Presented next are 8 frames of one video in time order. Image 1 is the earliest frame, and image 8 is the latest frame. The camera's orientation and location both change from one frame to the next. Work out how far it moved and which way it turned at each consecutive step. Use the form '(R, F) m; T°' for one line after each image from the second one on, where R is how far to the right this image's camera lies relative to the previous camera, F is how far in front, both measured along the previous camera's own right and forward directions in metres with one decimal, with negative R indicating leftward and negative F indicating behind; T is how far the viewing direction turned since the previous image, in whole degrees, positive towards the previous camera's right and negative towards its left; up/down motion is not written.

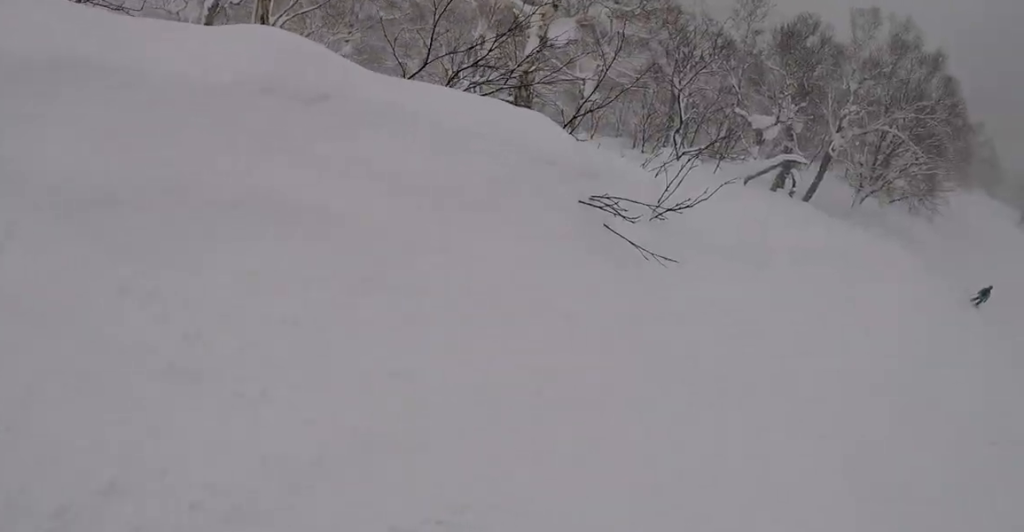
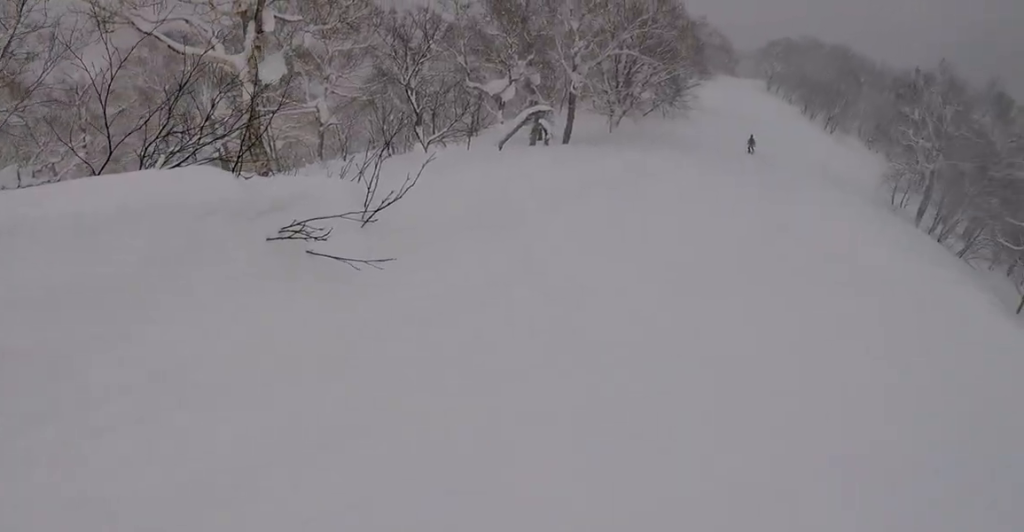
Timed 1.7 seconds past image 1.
(+0.9, +3.1) m; +20°
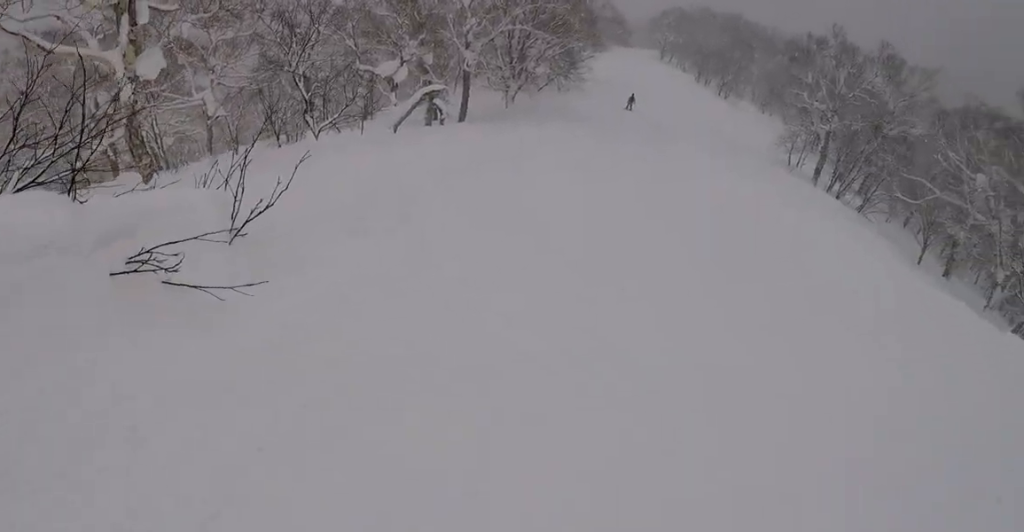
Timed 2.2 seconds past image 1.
(-0.1, +1.5) m; -4°
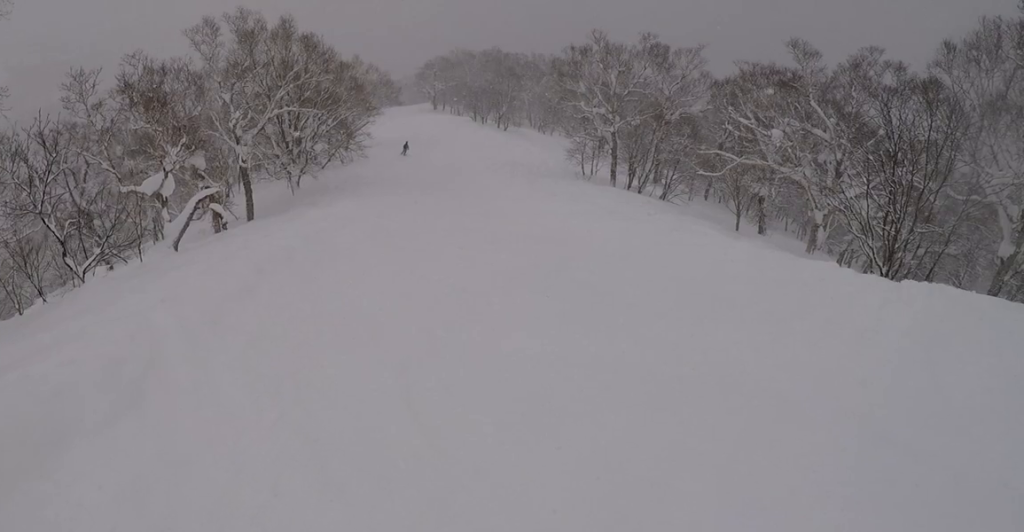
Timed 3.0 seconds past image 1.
(-0.2, +3.1) m; -5°
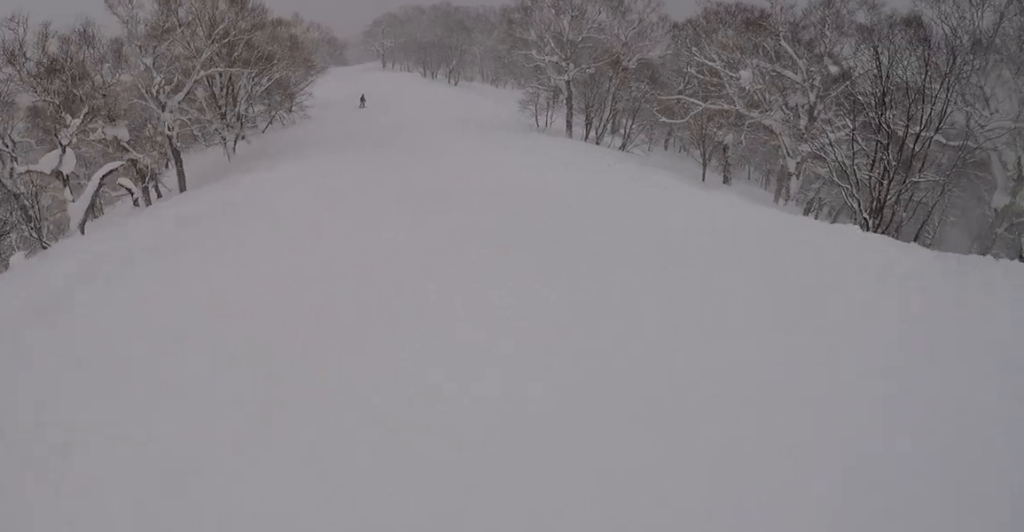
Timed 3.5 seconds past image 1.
(-0.1, +2.8) m; -2°
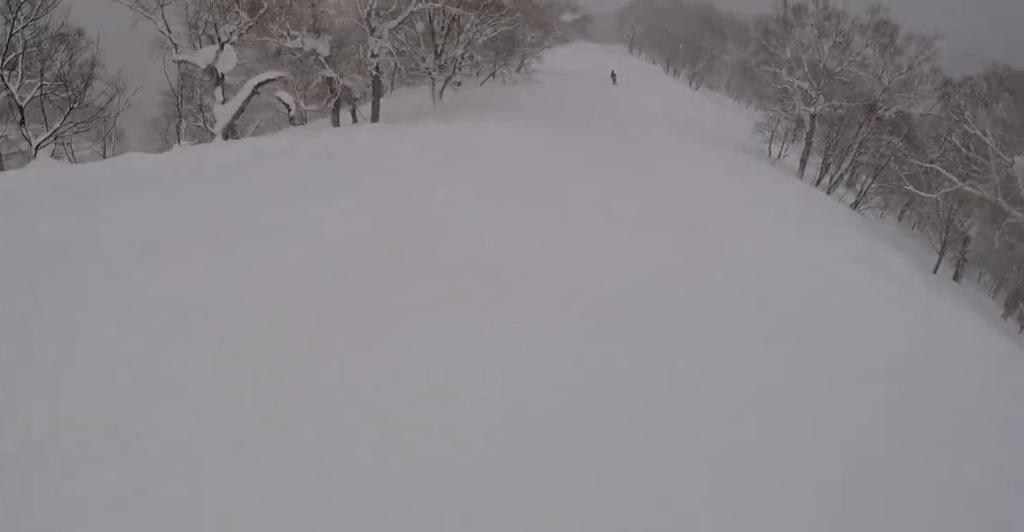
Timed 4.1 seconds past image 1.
(0.0, +3.6) m; -4°
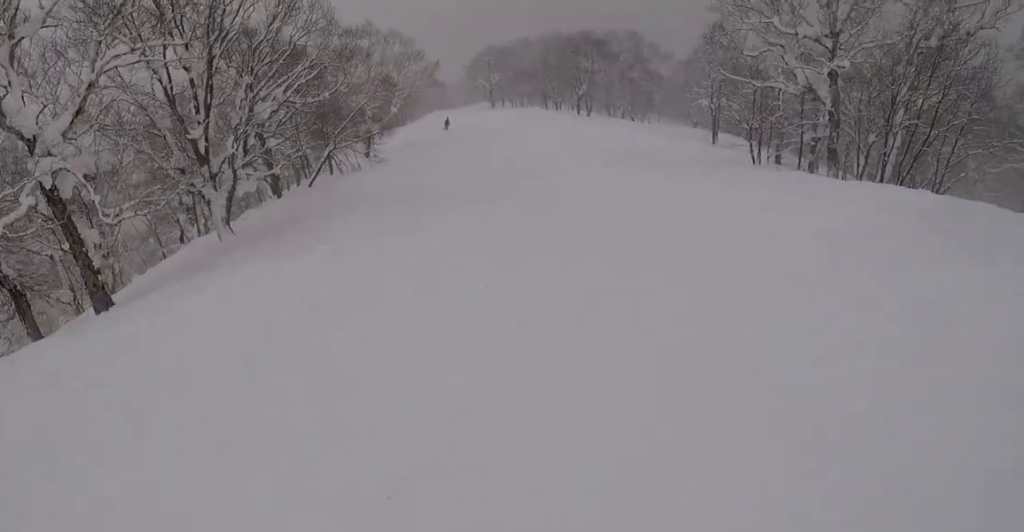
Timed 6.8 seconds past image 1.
(+1.2, +19.4) m; +7°
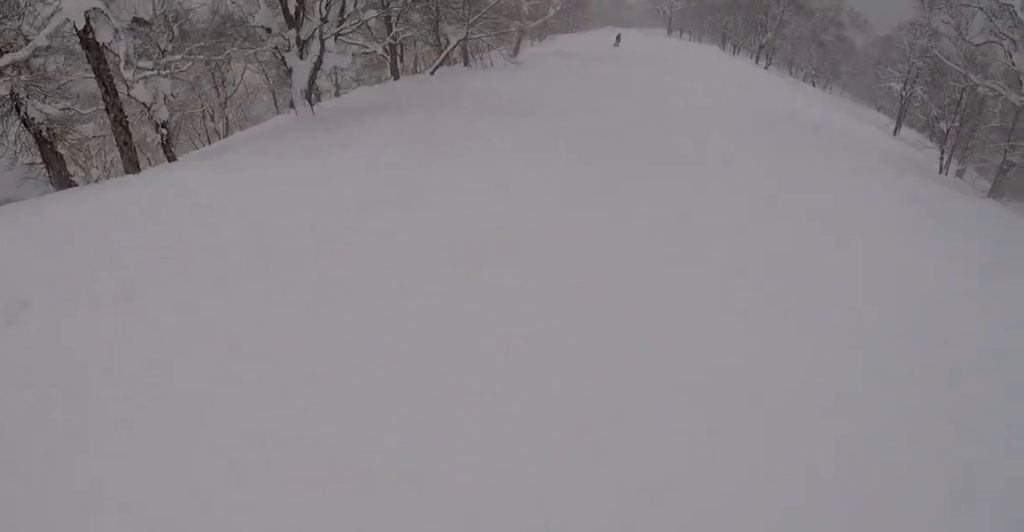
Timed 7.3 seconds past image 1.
(-0.6, +4.3) m; -4°
